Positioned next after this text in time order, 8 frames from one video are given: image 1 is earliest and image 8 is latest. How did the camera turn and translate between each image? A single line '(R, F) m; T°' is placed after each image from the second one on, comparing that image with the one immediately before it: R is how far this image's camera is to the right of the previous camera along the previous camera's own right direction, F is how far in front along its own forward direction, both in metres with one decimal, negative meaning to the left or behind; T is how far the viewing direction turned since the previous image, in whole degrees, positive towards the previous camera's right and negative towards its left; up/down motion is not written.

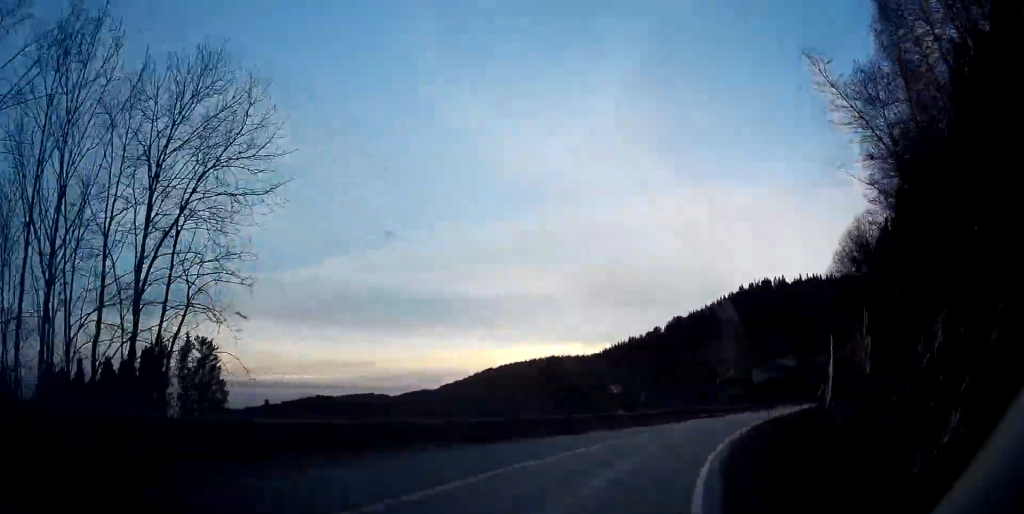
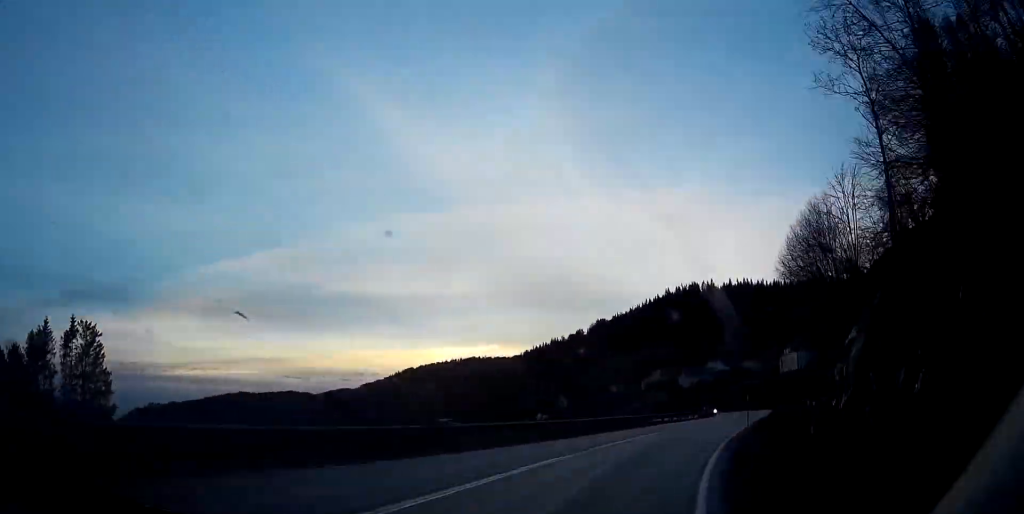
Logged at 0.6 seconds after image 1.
(+0.3, +9.2) m; +3°
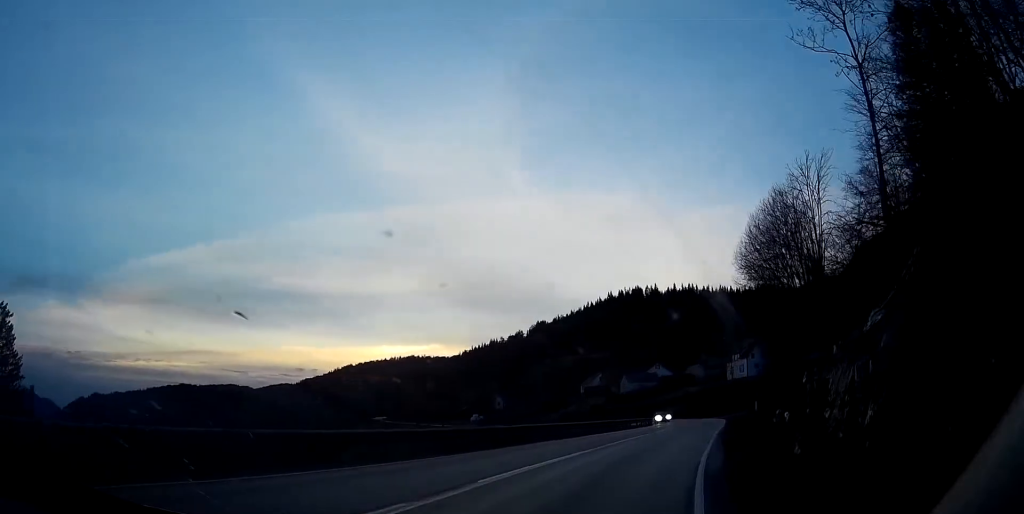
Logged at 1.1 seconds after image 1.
(+0.2, +6.8) m; +2°
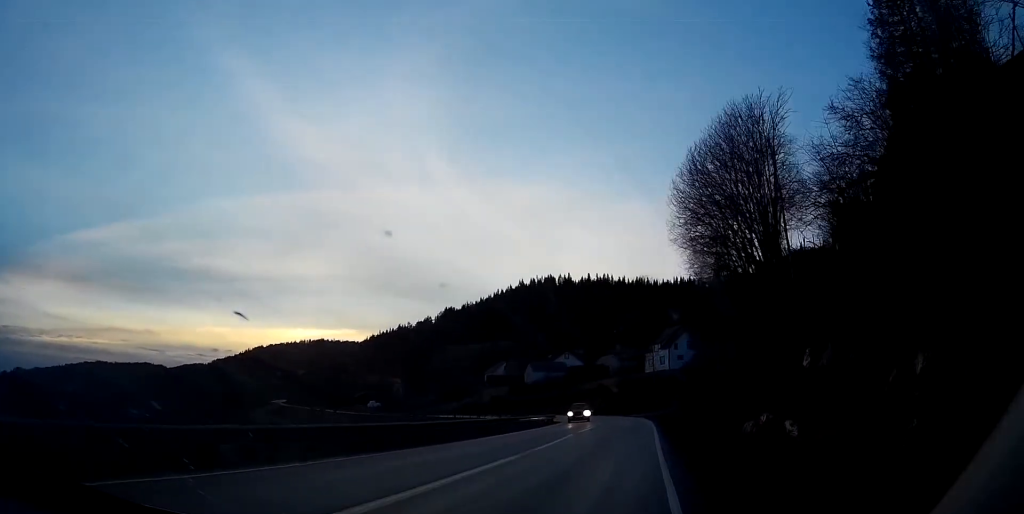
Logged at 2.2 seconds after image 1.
(+0.6, +15.9) m; +5°
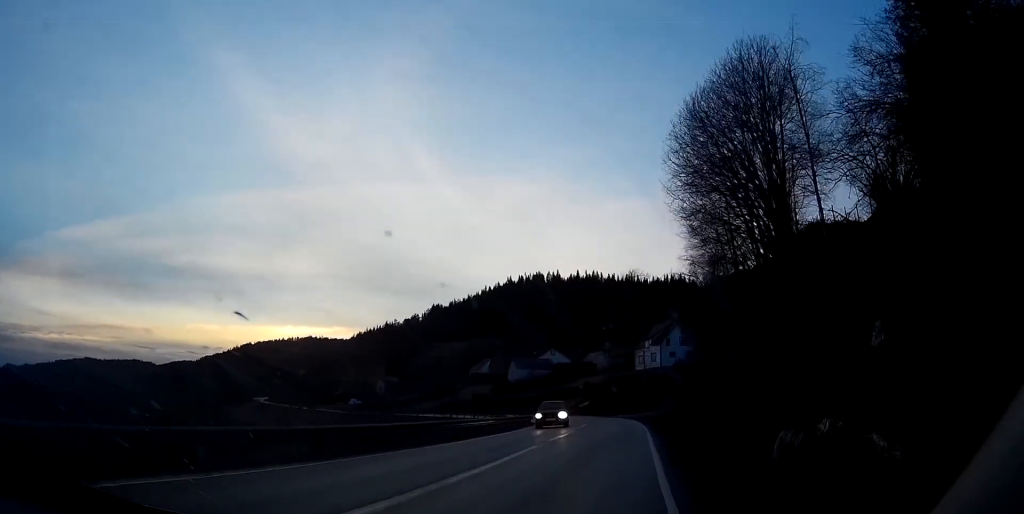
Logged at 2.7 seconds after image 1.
(+0.1, +7.3) m; +2°
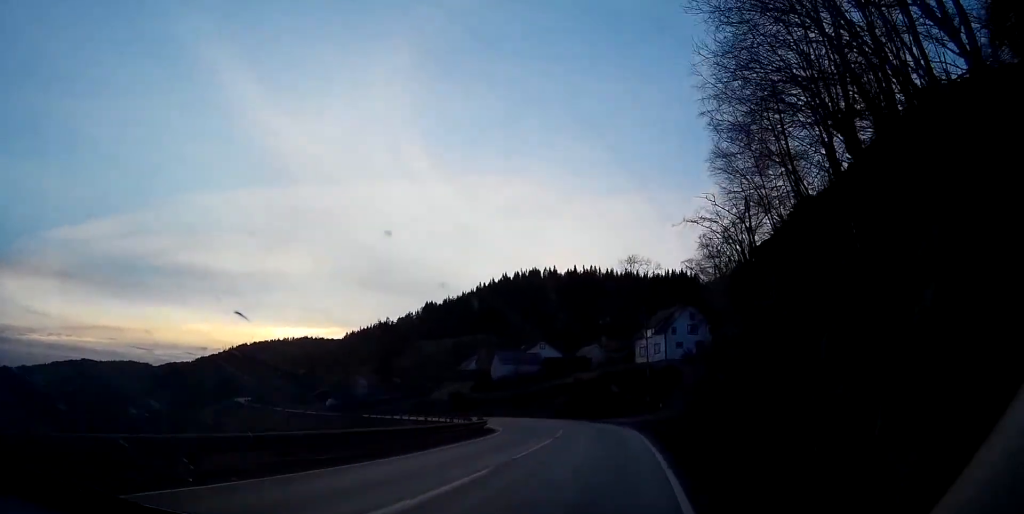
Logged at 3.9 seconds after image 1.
(+0.8, +18.0) m; +4°
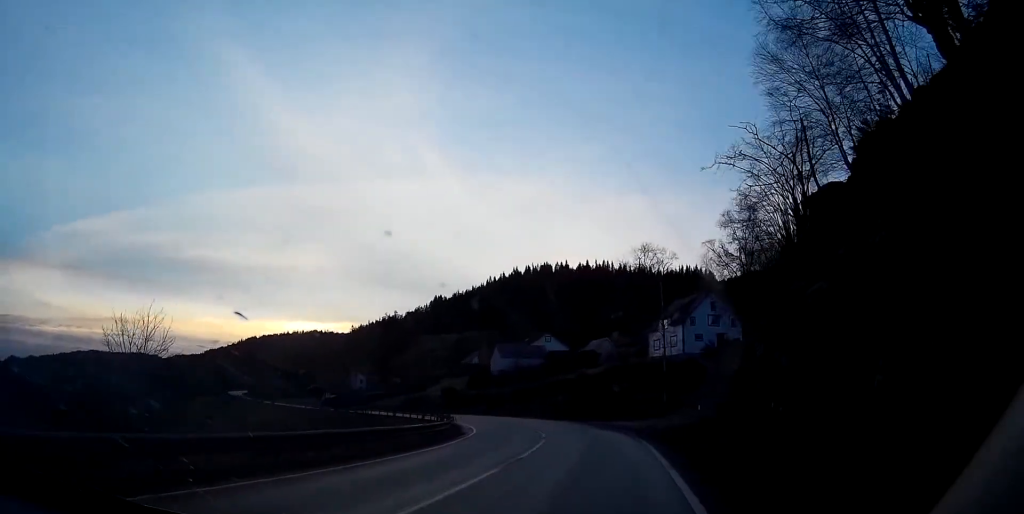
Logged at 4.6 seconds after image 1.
(+0.2, +11.4) m; +1°
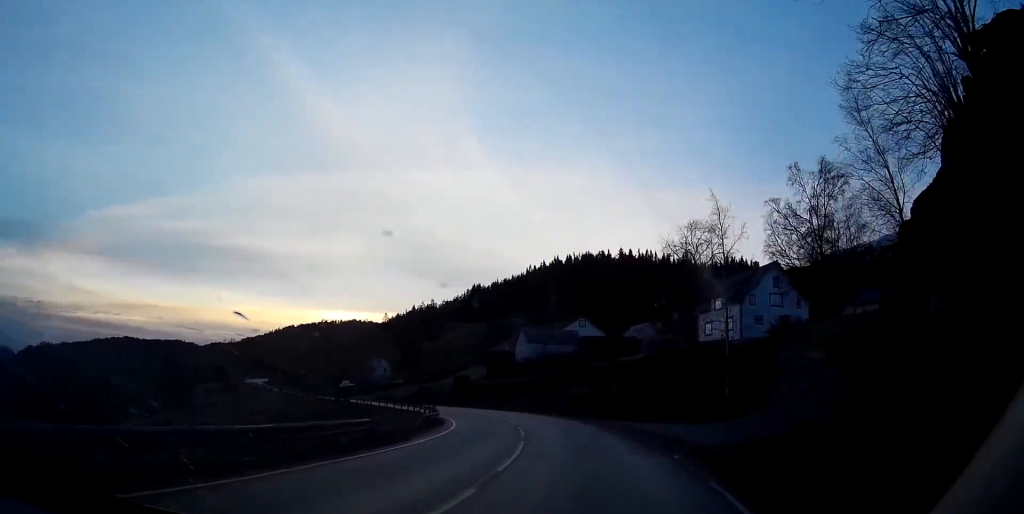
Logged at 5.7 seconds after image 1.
(0.0, +16.3) m; -2°
